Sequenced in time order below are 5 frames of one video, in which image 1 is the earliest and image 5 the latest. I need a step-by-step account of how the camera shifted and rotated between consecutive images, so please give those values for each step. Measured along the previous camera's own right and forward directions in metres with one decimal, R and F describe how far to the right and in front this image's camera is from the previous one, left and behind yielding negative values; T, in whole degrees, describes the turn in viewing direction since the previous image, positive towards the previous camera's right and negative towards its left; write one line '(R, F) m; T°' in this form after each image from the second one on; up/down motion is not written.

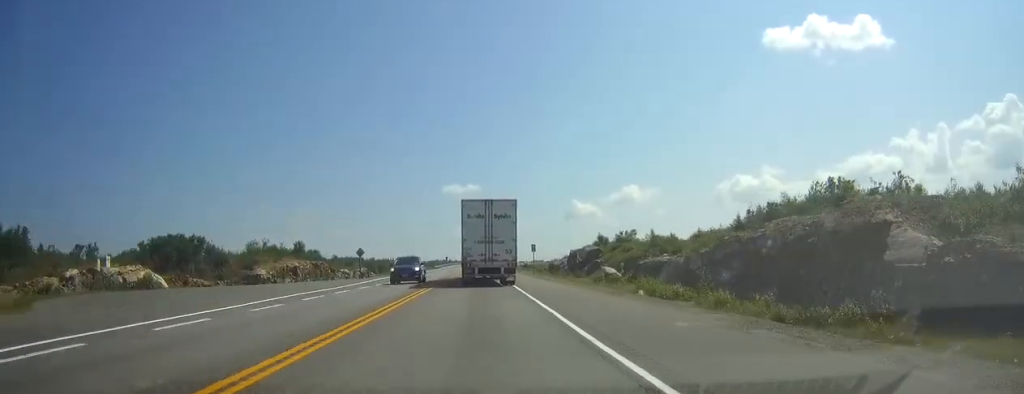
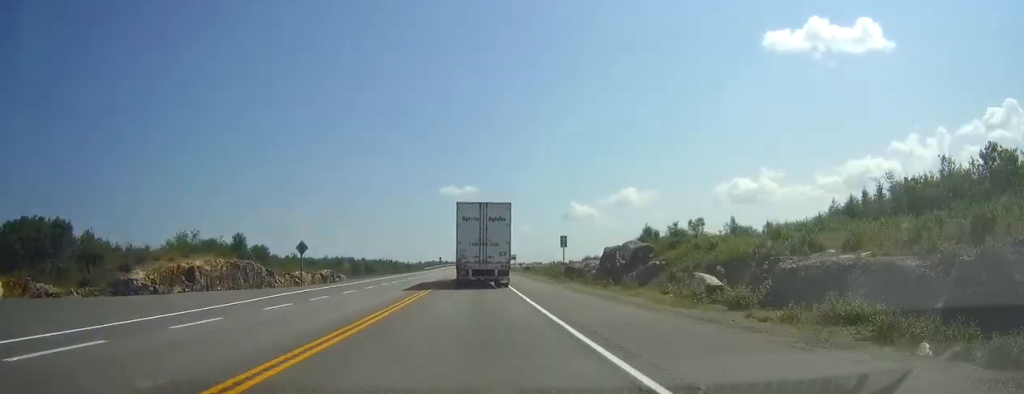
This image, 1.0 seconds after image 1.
(0.0, +27.8) m; 0°
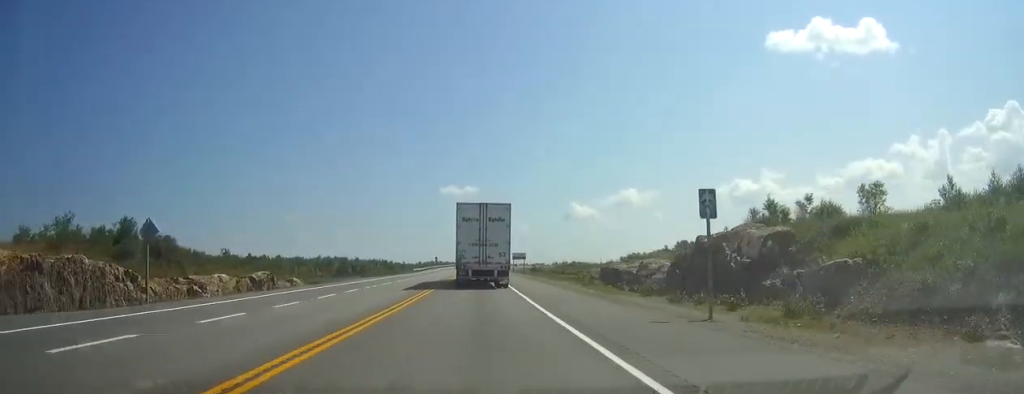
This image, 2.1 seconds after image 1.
(0.0, +28.8) m; 0°
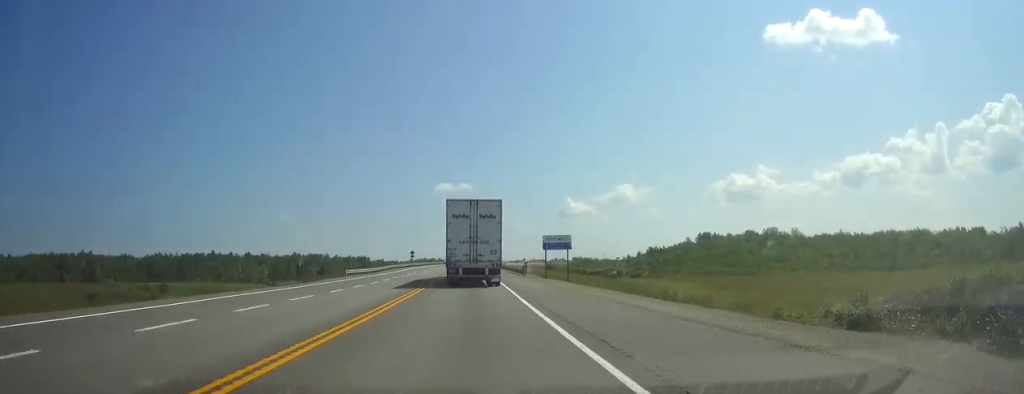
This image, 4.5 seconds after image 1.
(-0.1, +66.6) m; 0°
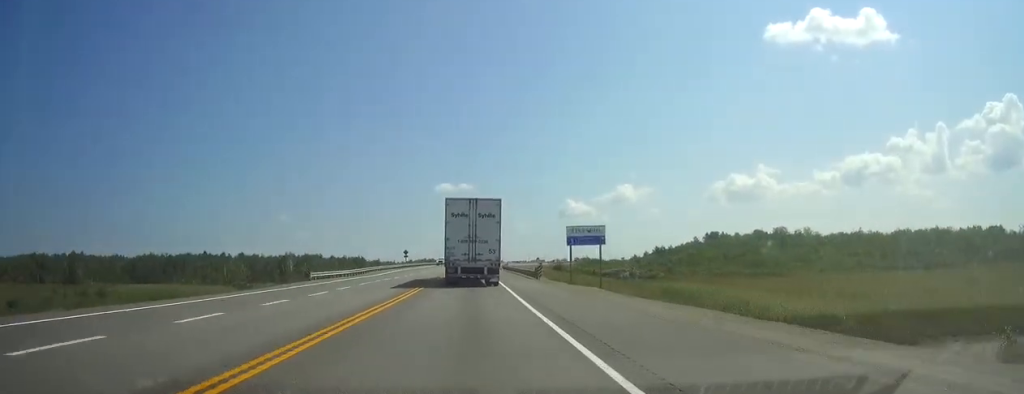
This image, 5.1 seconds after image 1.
(0.0, +15.6) m; 0°
